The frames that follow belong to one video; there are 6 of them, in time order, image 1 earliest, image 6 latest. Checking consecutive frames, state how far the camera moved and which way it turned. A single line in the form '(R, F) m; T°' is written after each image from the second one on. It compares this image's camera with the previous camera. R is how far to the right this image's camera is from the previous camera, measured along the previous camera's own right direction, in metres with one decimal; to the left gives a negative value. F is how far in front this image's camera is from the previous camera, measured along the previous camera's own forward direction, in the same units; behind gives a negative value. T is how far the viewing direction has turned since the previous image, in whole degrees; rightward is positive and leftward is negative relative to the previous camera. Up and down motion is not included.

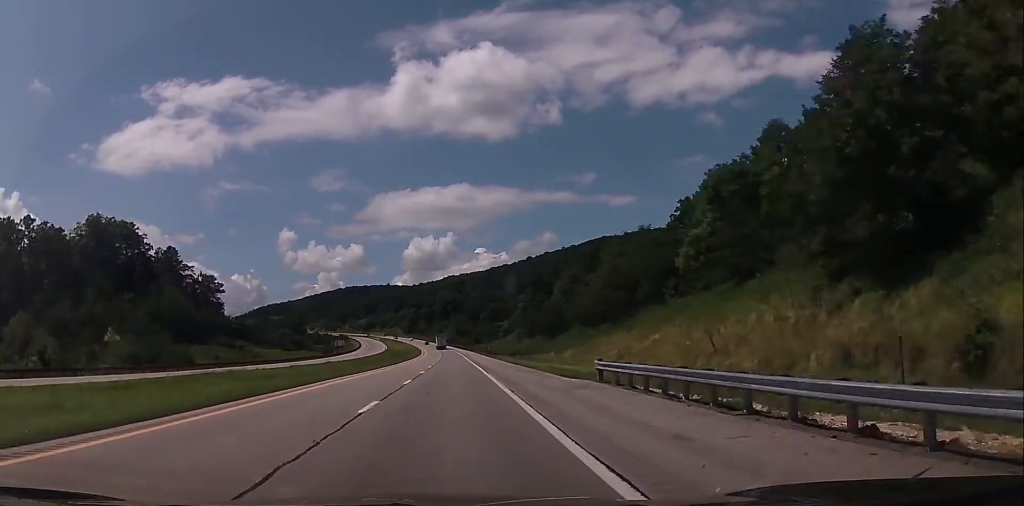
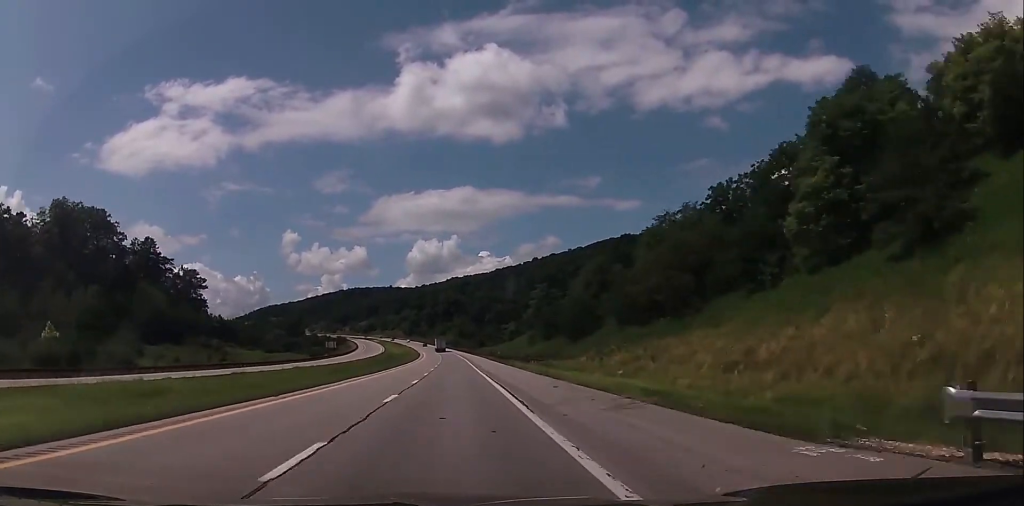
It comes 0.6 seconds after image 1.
(0.0, +19.9) m; 0°
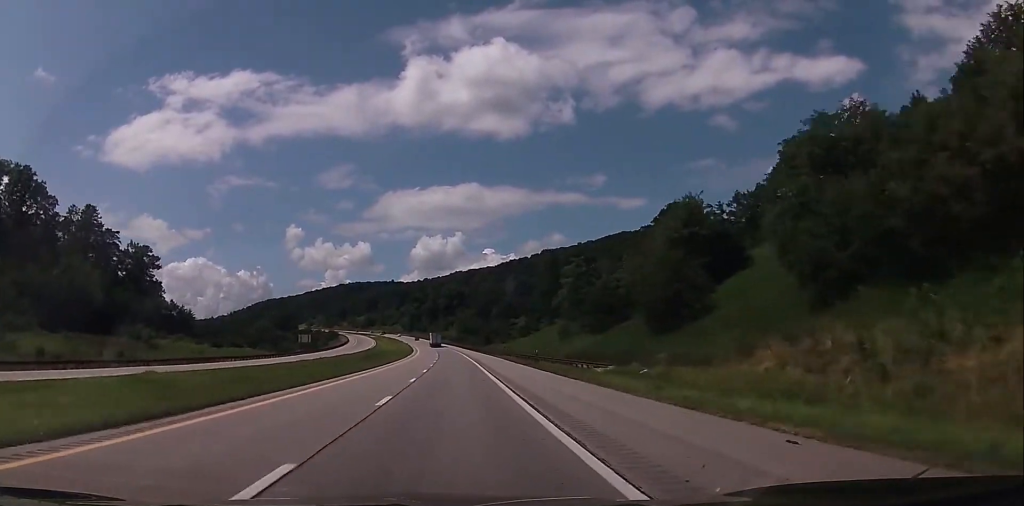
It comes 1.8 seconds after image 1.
(-0.5, +38.8) m; 0°
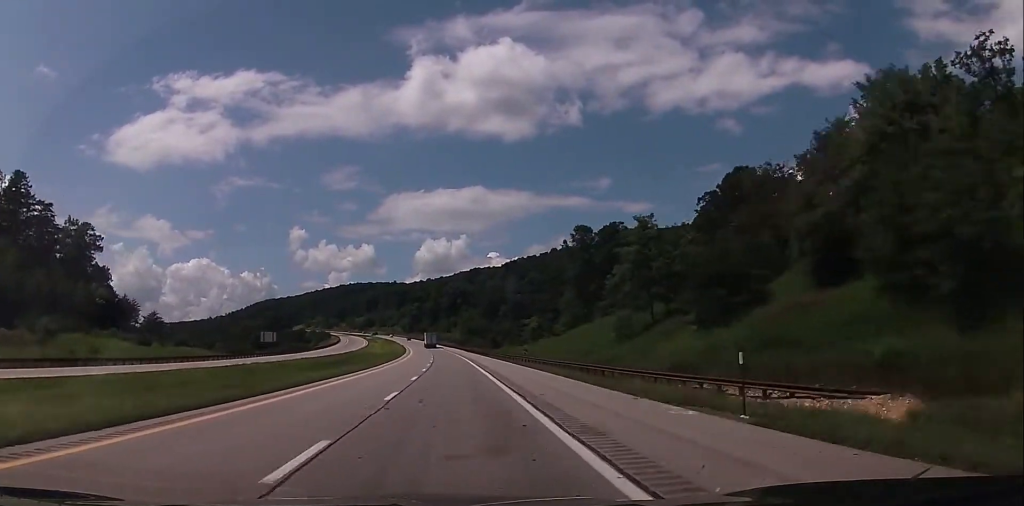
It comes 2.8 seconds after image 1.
(+0.3, +34.3) m; 0°
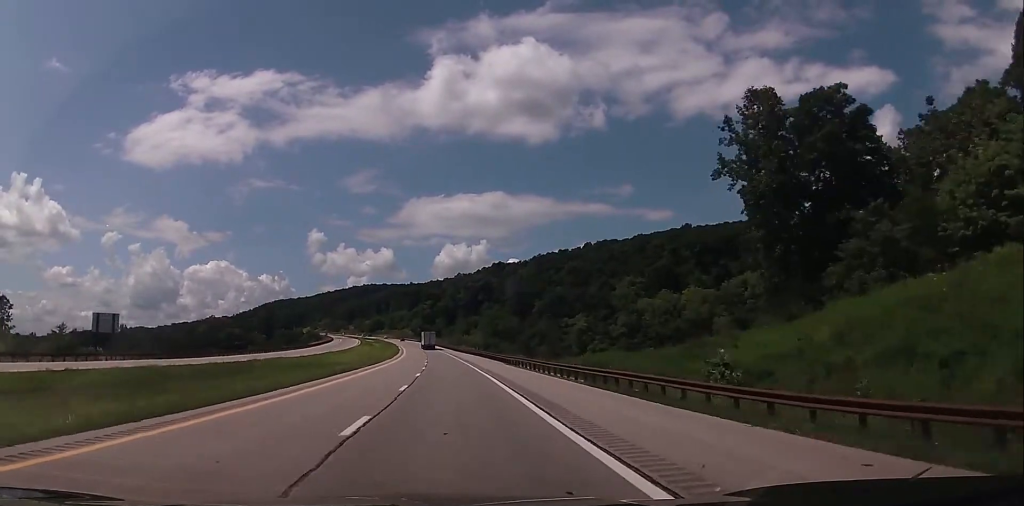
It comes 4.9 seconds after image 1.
(-0.9, +68.6) m; -1°
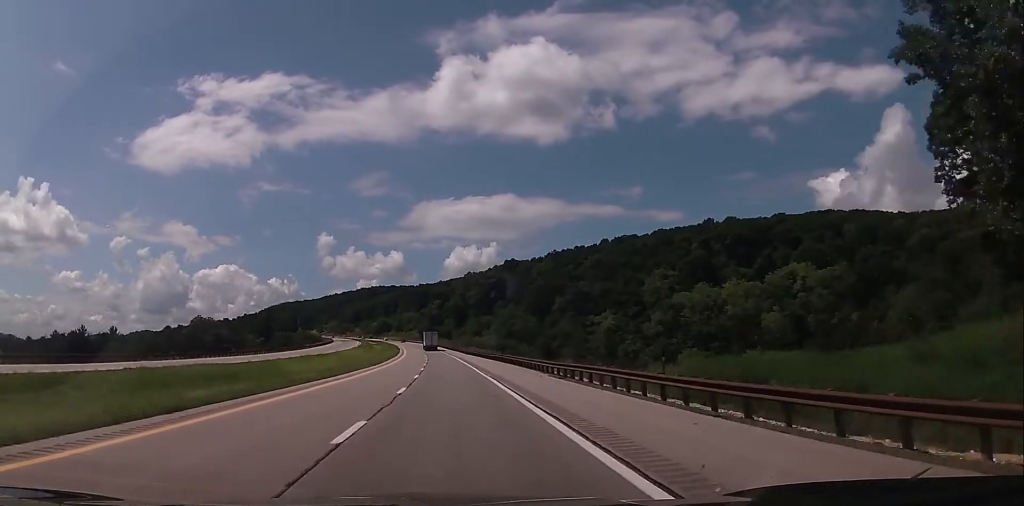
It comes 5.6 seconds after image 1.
(0.0, +25.3) m; -1°
